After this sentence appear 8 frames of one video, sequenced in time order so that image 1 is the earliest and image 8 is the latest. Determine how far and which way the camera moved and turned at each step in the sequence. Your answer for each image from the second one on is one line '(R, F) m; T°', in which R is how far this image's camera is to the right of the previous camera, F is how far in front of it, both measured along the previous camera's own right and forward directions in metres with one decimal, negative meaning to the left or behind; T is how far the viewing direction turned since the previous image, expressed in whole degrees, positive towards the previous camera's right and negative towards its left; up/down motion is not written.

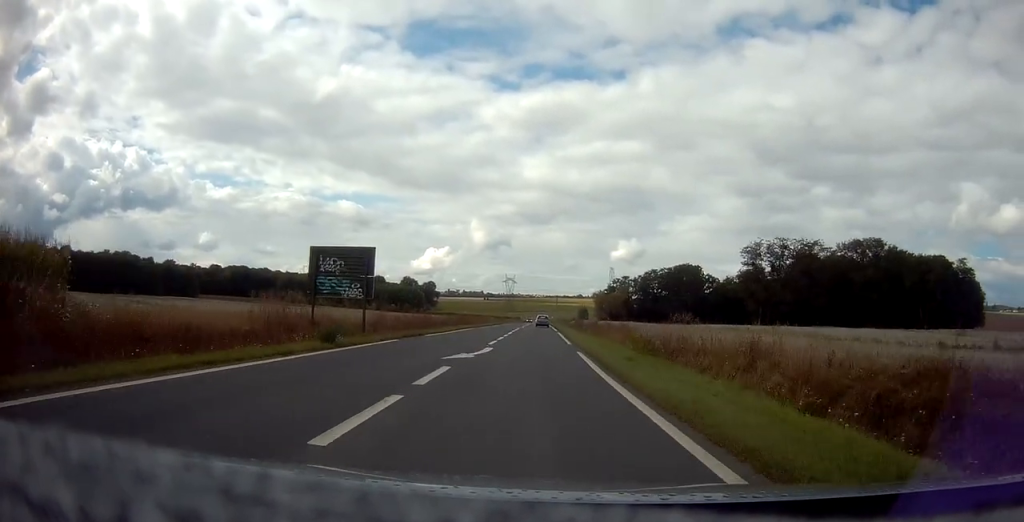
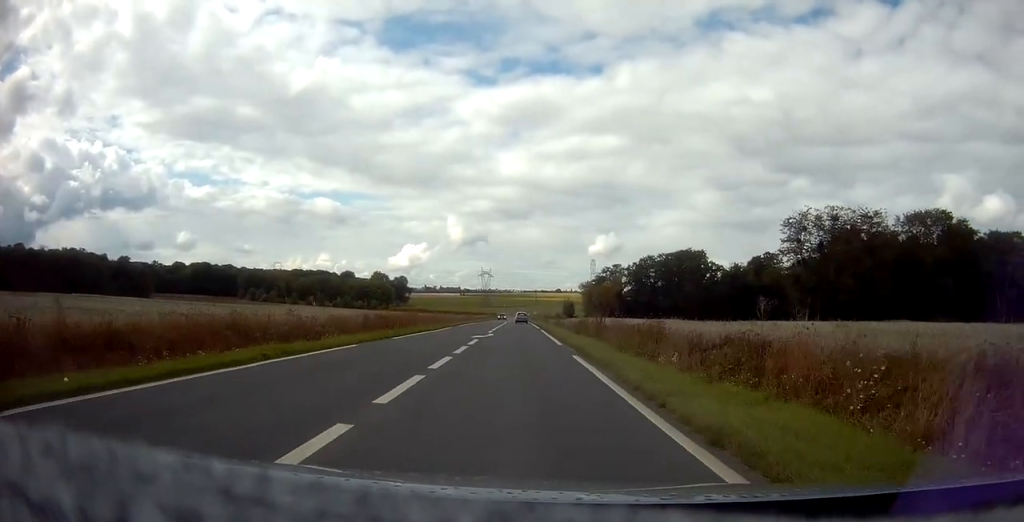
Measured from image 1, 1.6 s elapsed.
(+0.4, +29.9) m; +2°
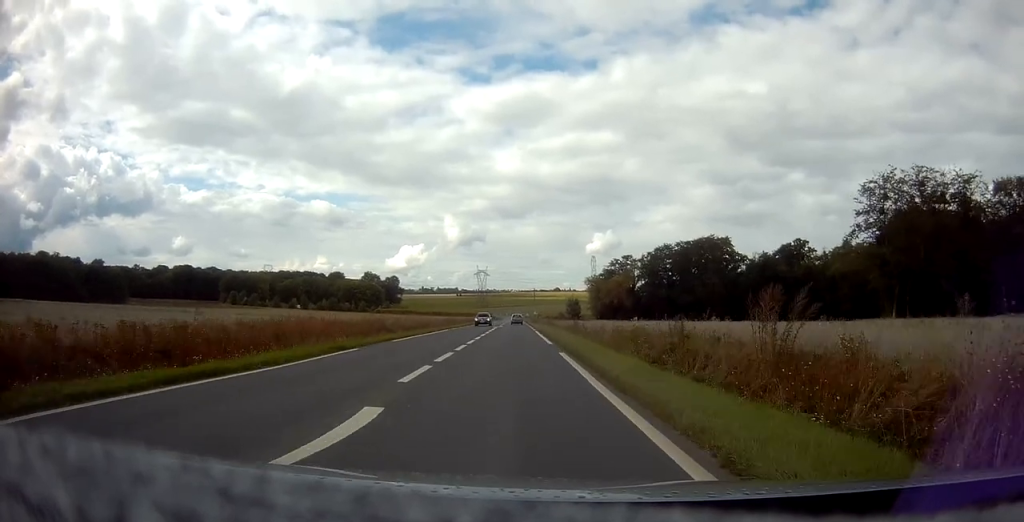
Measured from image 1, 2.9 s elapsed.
(+0.4, +24.8) m; +1°
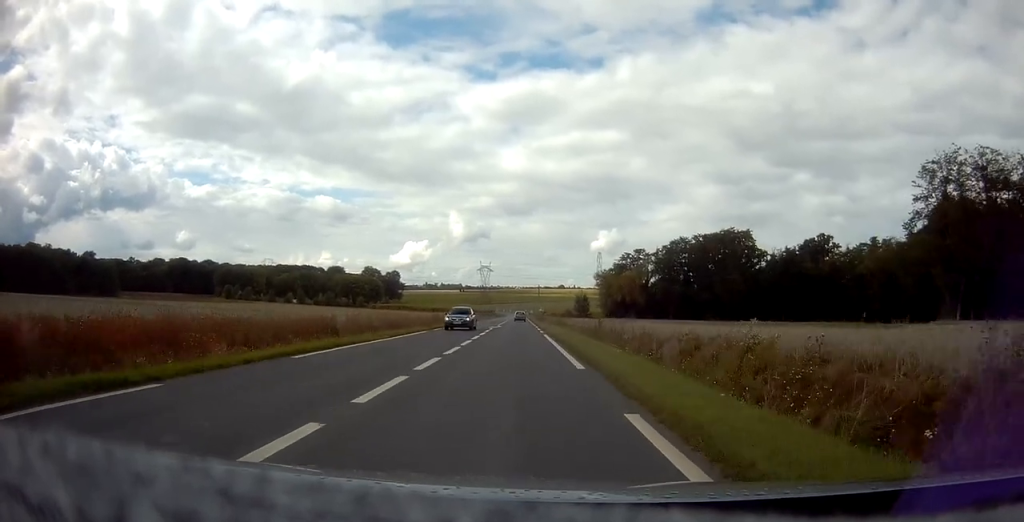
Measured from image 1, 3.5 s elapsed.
(0.0, +12.1) m; 0°
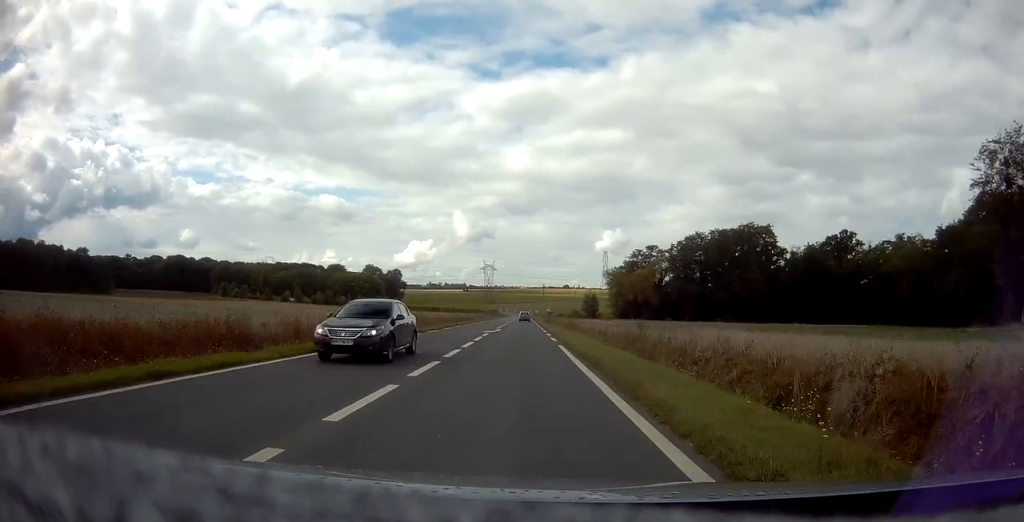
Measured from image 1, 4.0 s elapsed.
(+0.1, +10.2) m; -1°
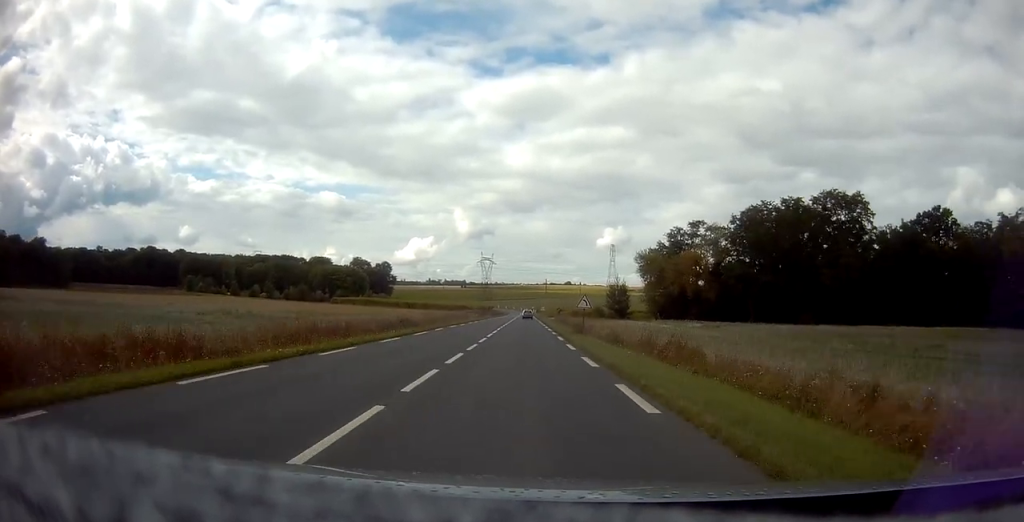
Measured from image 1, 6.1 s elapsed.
(-0.3, +38.9) m; -1°
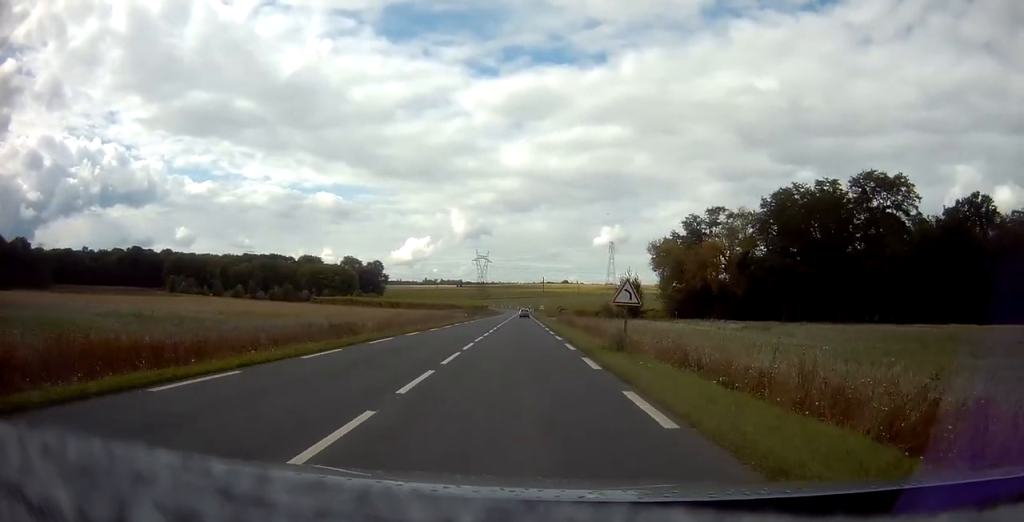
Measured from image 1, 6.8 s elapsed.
(-0.1, +14.1) m; 0°
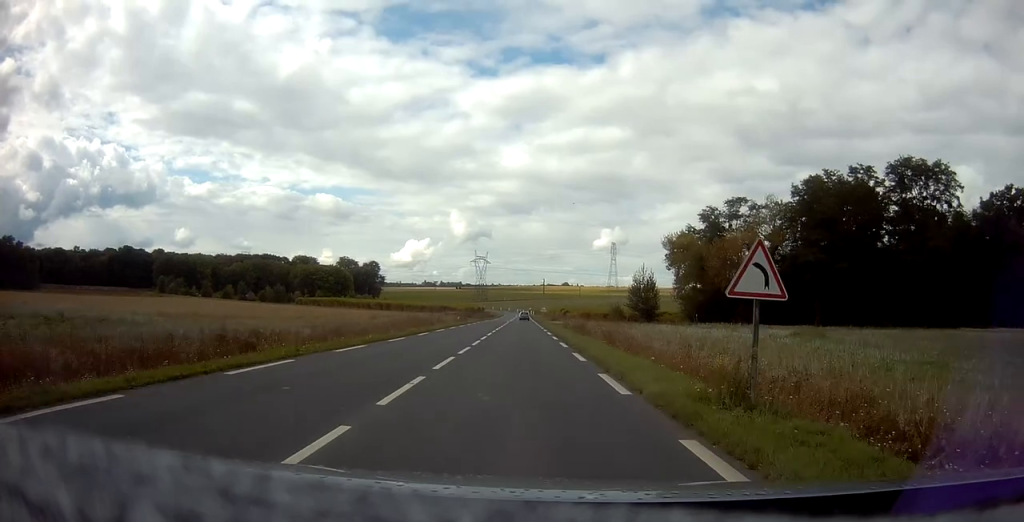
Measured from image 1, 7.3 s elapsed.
(-0.2, +10.2) m; 0°
